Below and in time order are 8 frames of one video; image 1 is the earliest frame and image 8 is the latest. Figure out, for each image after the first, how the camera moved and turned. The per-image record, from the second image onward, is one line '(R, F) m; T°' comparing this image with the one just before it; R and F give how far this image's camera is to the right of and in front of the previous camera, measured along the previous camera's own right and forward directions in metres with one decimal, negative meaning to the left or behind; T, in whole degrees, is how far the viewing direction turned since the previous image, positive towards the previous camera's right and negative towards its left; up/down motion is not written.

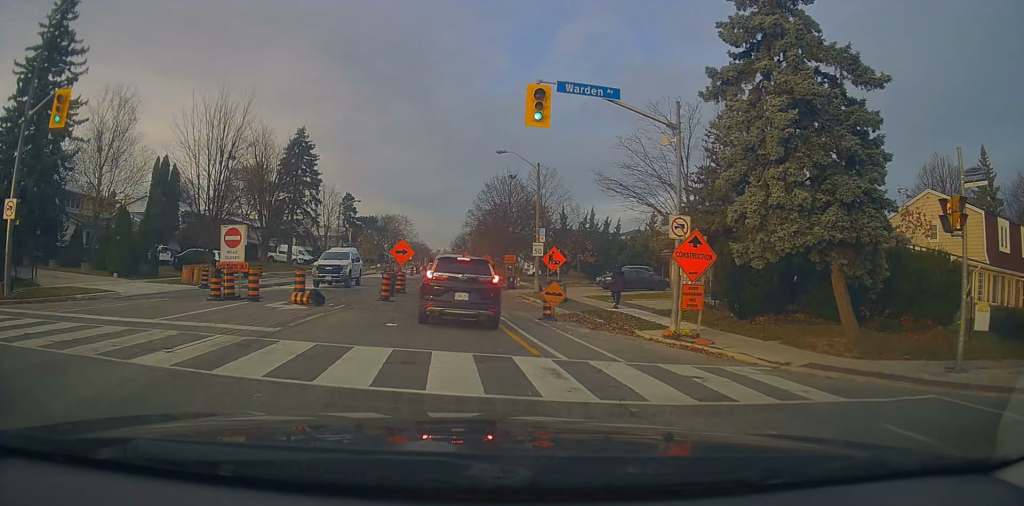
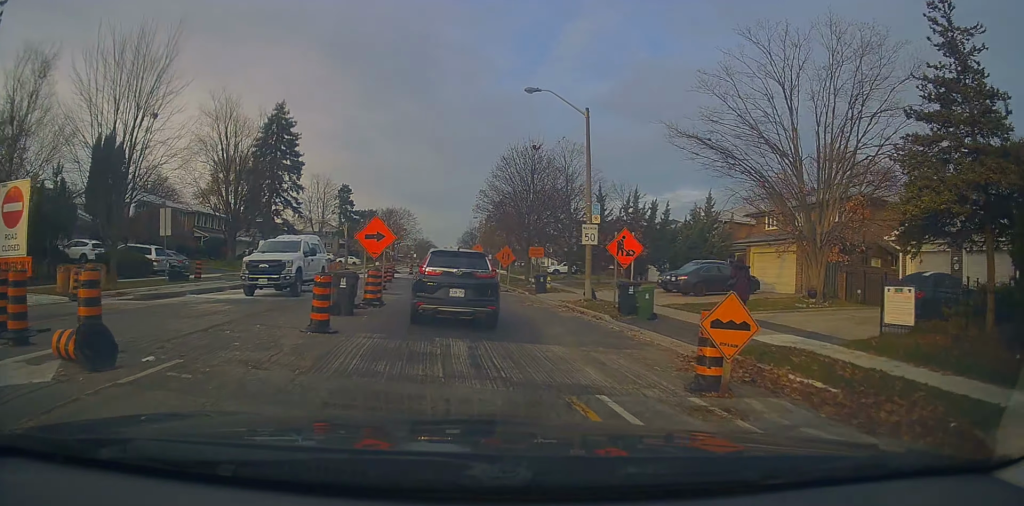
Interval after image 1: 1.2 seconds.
(+0.1, +11.8) m; -1°
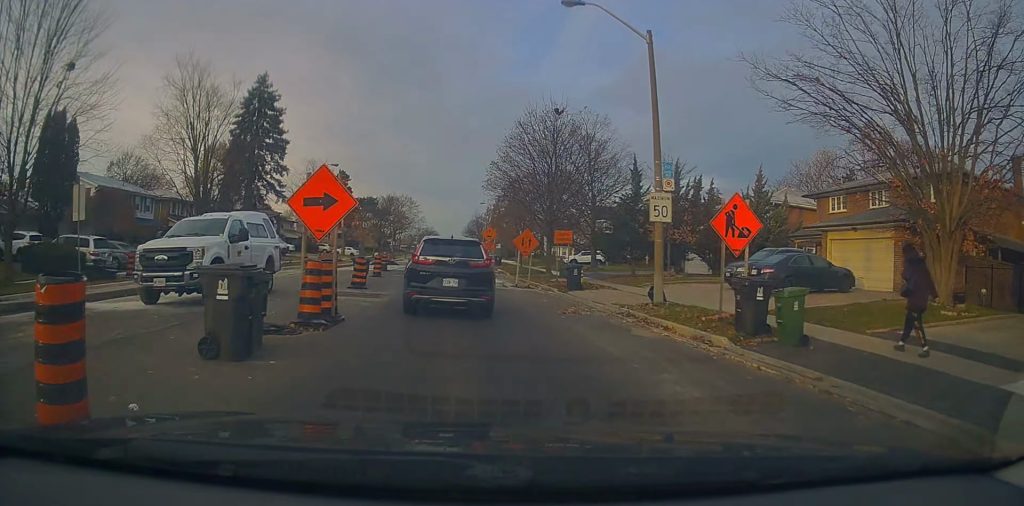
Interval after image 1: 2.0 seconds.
(-0.2, +7.6) m; -1°
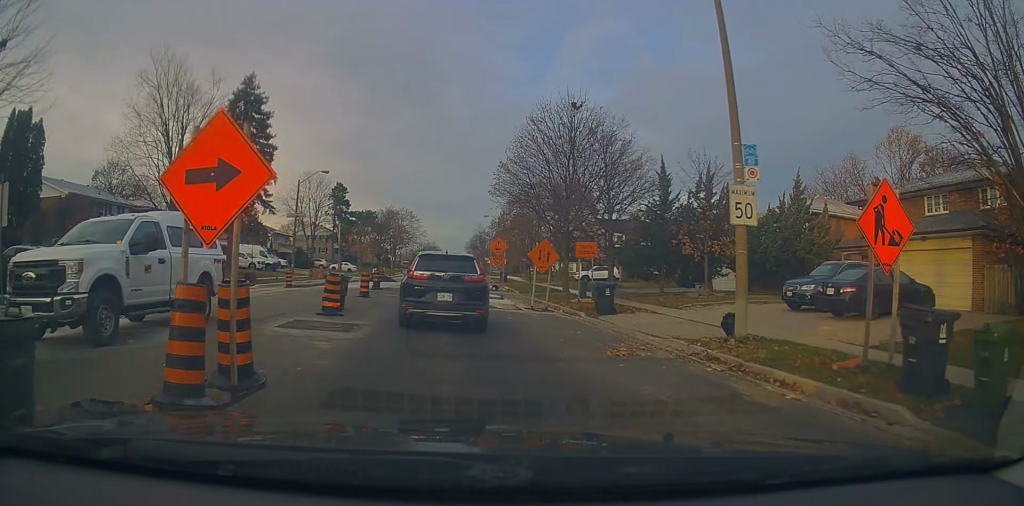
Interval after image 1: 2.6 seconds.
(+0.3, +4.6) m; -1°
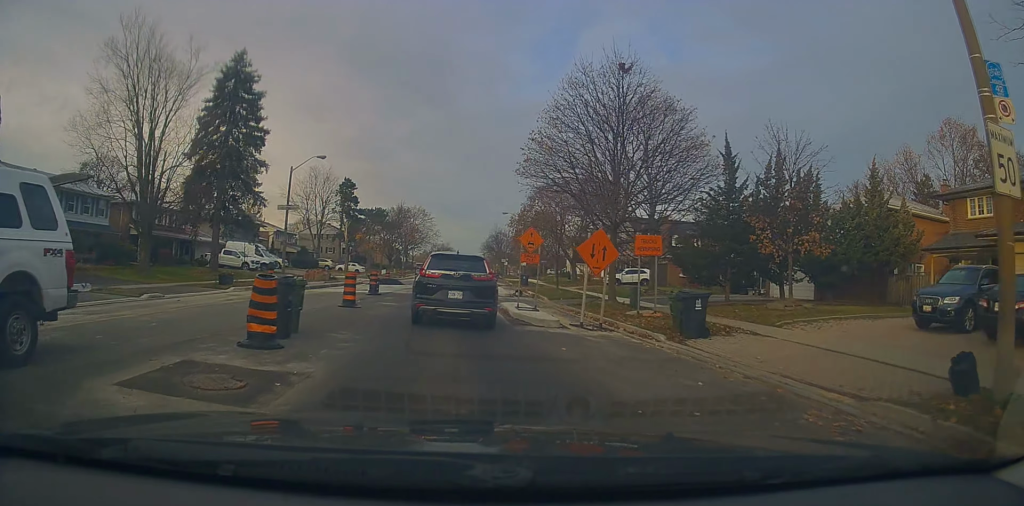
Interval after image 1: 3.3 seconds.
(-0.3, +6.1) m; -1°
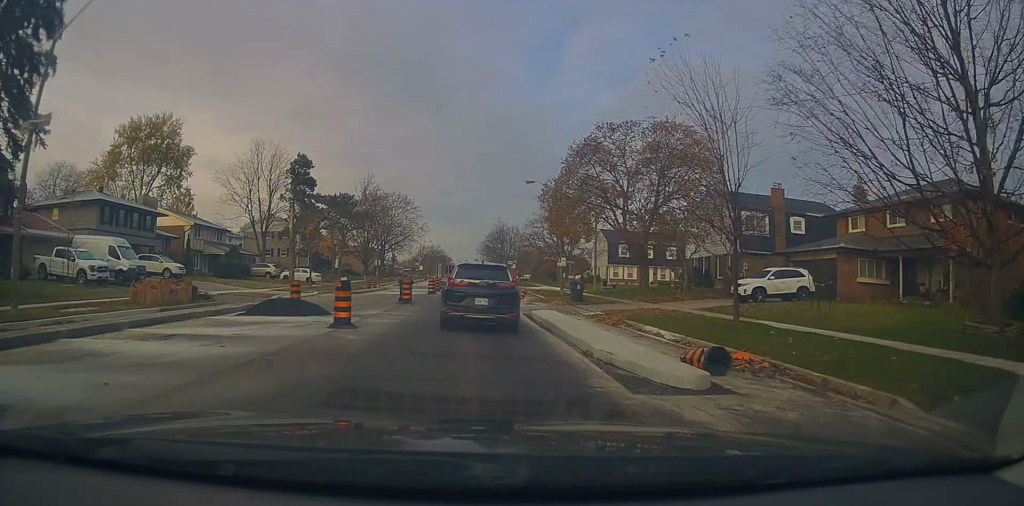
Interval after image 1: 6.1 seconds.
(-0.3, +23.7) m; -2°
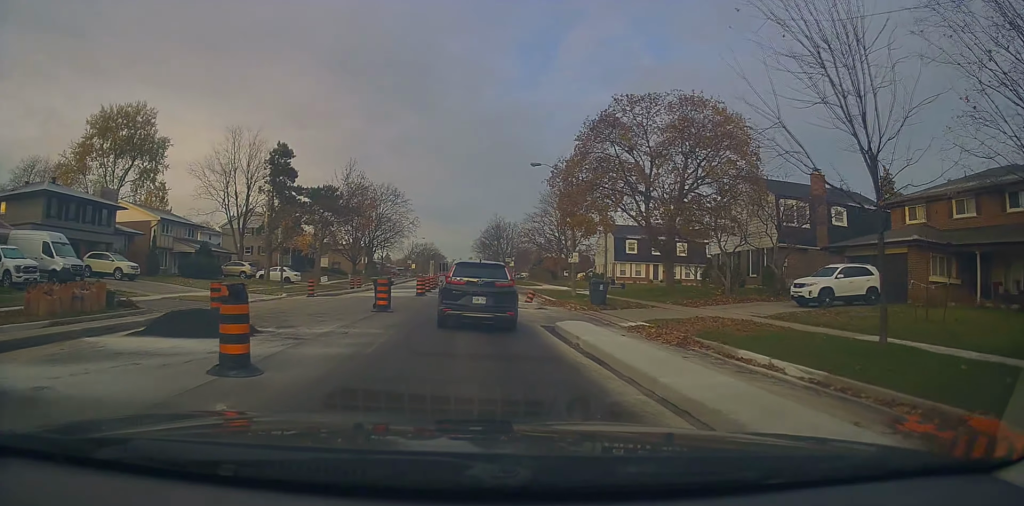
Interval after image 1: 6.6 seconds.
(+0.1, +5.5) m; -1°
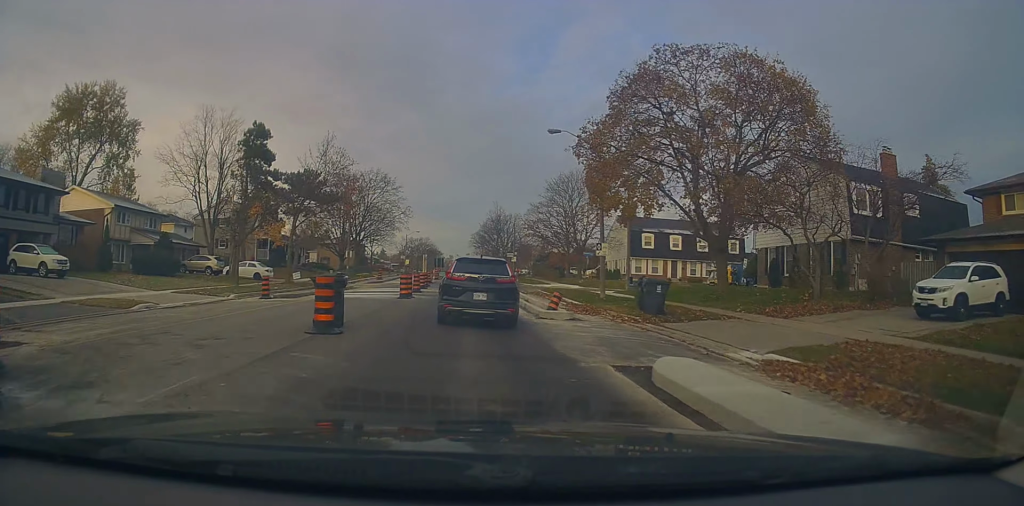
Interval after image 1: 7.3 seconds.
(-0.2, +7.0) m; +2°
